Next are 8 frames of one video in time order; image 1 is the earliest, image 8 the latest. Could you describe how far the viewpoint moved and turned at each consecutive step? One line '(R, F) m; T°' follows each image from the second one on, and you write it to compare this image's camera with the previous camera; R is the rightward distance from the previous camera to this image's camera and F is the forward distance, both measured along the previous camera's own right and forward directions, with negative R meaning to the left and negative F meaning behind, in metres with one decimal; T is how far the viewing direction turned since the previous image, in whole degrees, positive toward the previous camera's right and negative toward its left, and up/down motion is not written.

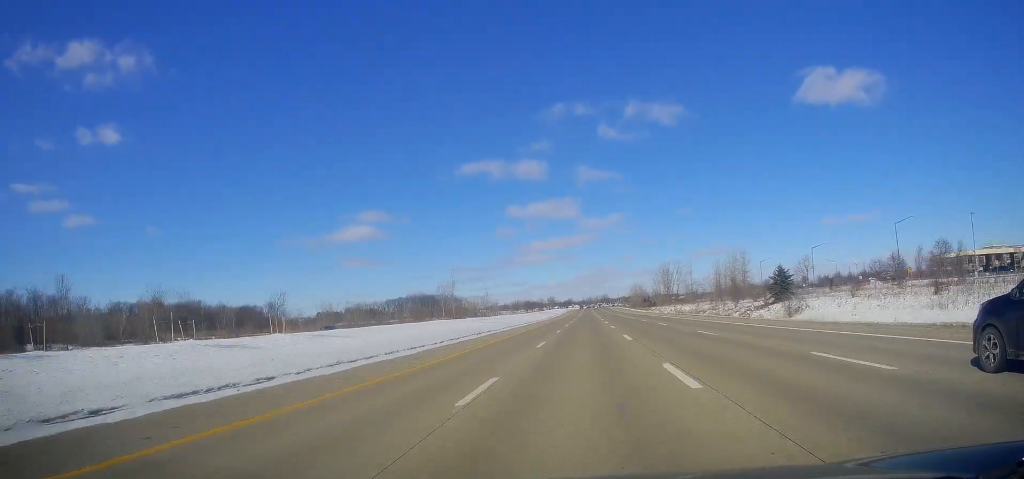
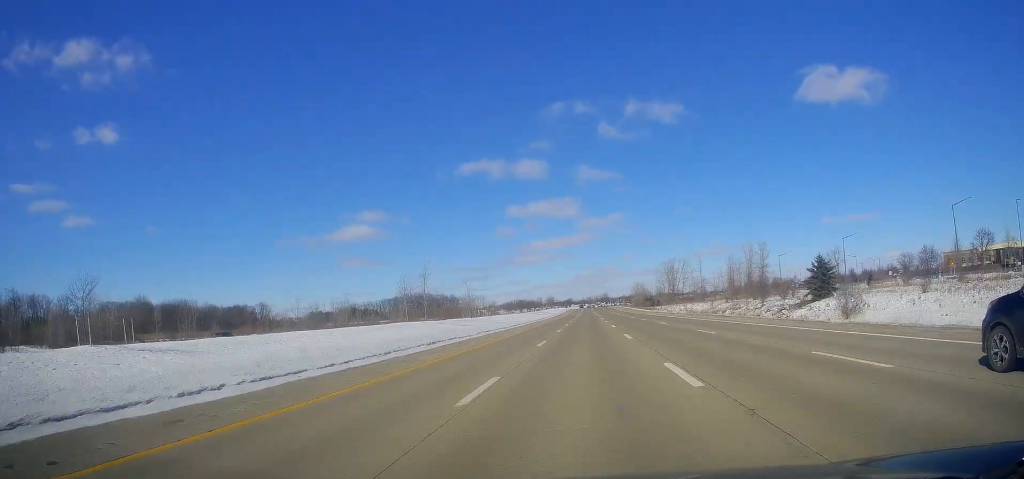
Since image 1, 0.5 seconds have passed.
(0.0, +15.1) m; +1°
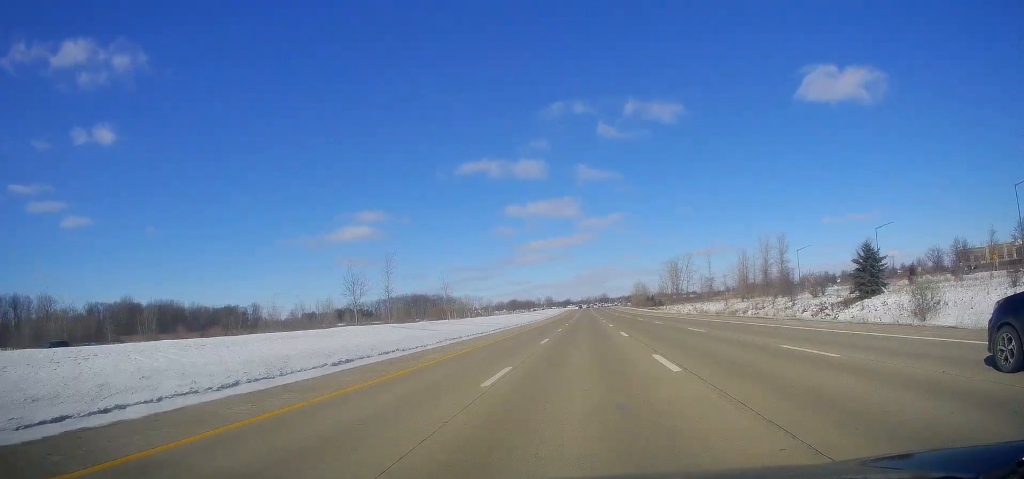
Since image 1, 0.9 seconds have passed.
(-0.2, +12.9) m; +1°
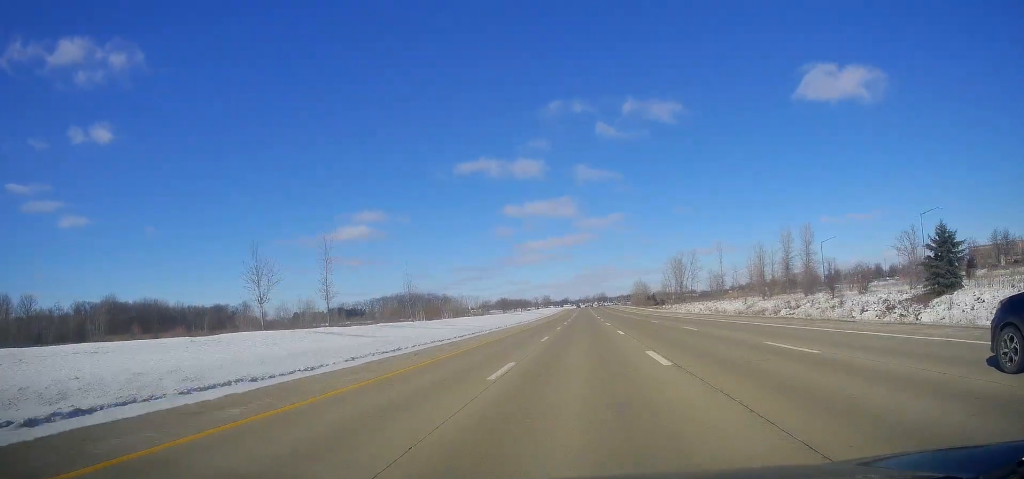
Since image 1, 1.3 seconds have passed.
(+0.2, +13.9) m; 0°
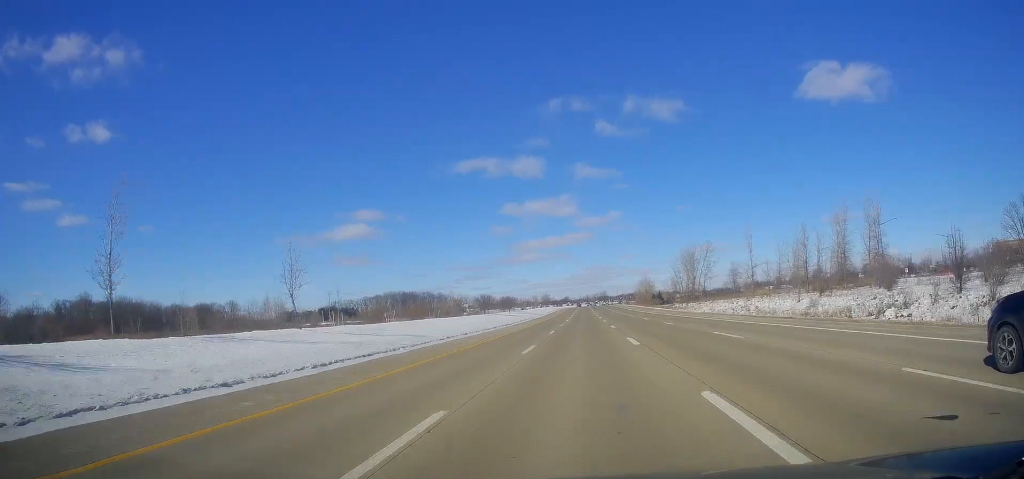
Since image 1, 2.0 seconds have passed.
(+0.4, +23.5) m; 0°
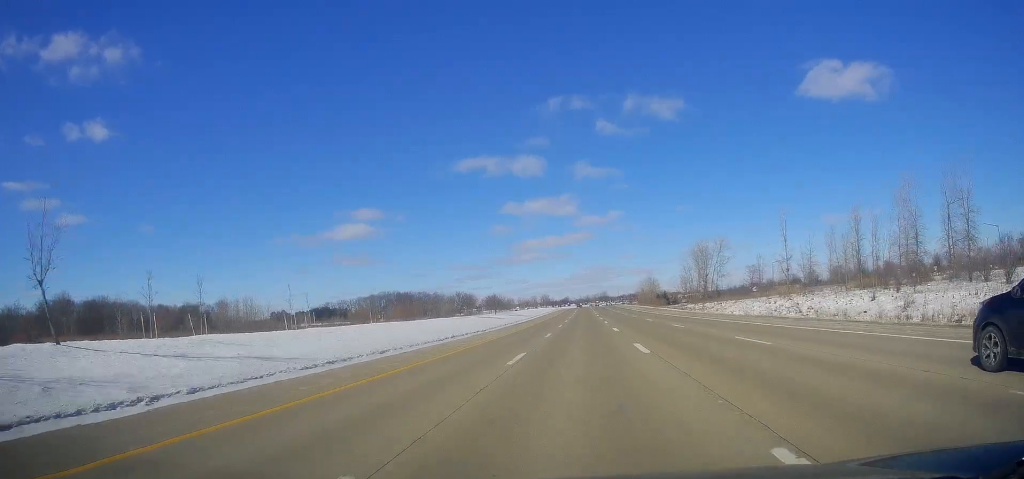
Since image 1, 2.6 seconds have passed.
(-0.4, +19.1) m; 0°
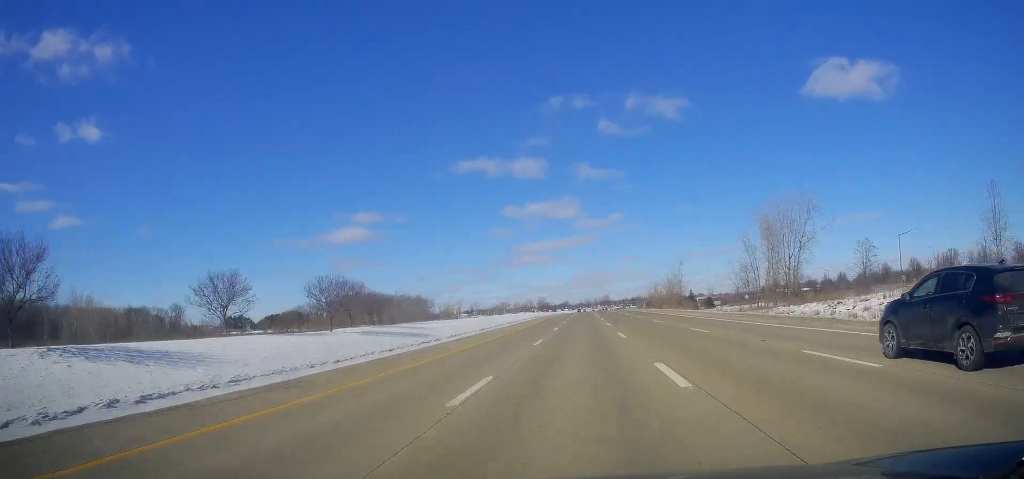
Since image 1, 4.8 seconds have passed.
(-0.1, +69.1) m; 0°
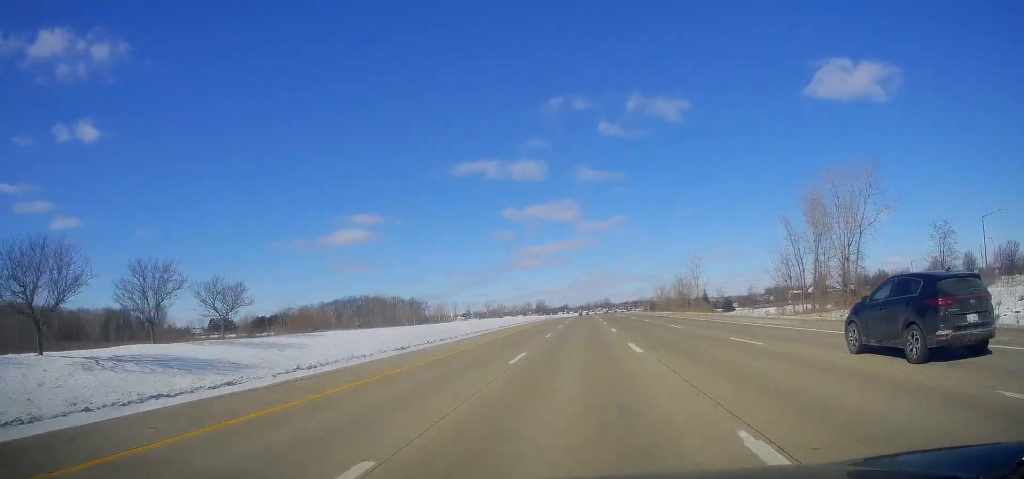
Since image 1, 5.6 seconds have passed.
(0.0, +23.2) m; 0°
